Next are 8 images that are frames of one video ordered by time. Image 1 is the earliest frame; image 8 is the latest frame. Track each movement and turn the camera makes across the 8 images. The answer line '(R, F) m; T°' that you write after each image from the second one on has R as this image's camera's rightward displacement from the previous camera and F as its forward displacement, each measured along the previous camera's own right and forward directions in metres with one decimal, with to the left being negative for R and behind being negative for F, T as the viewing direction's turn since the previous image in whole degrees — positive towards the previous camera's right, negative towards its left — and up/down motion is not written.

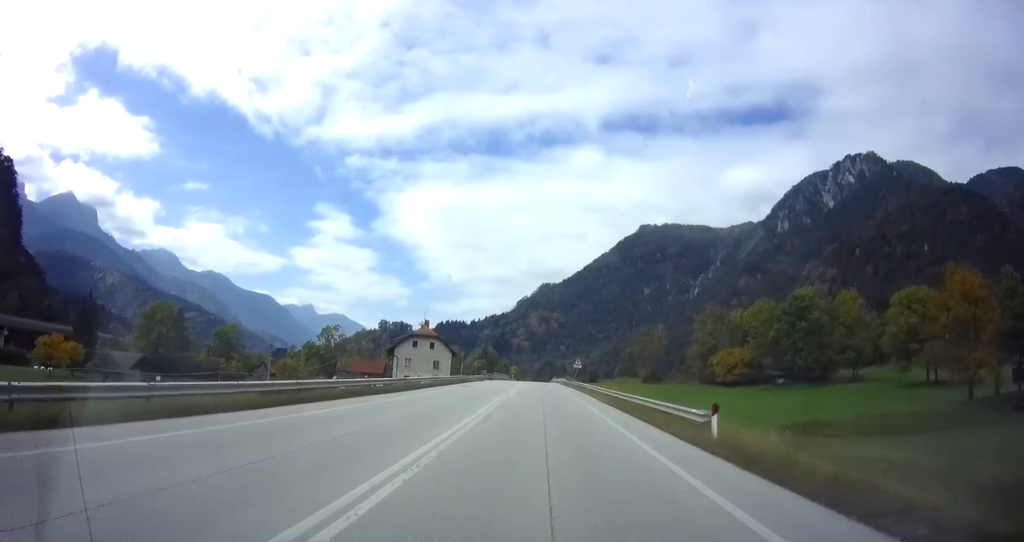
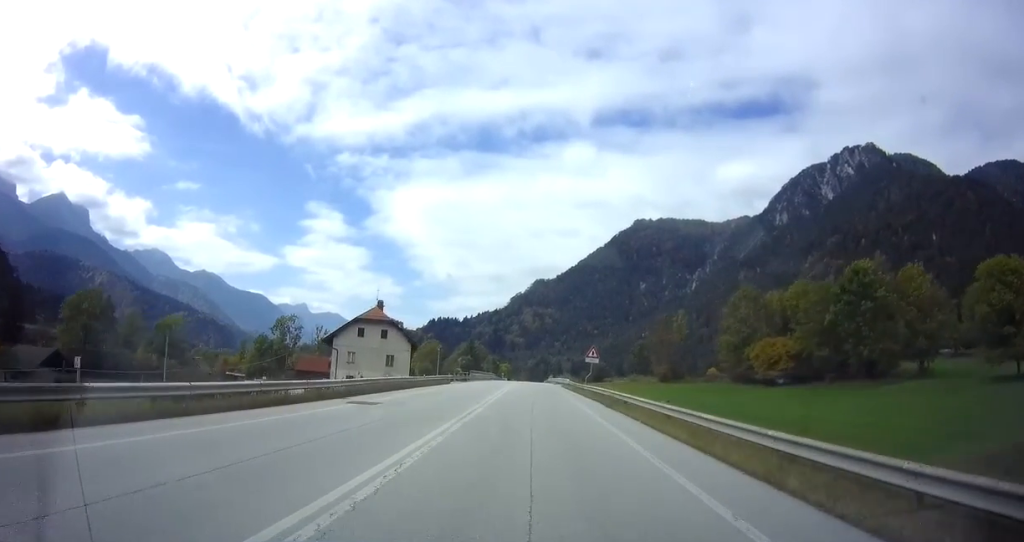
(0.0, +24.5) m; +1°
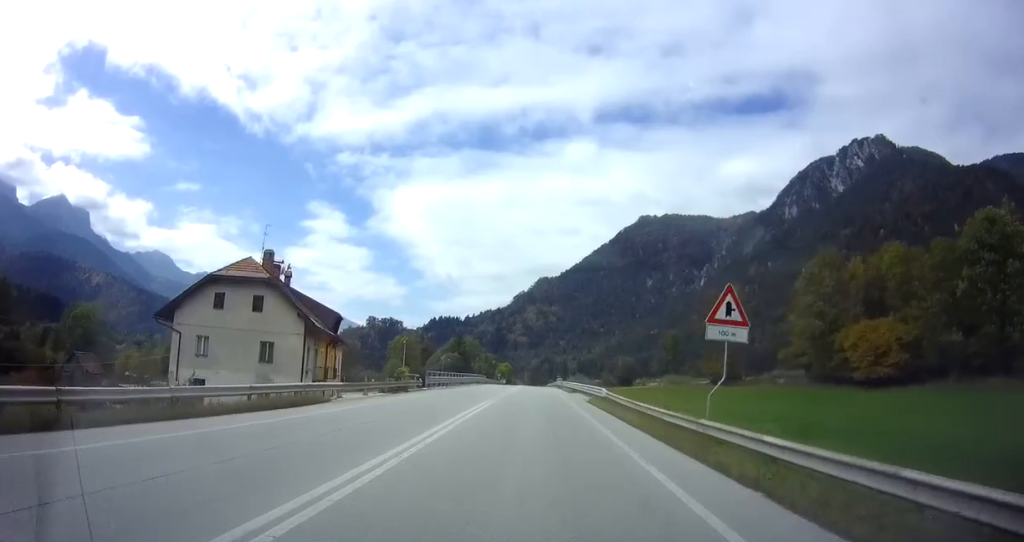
(+0.1, +30.6) m; 0°
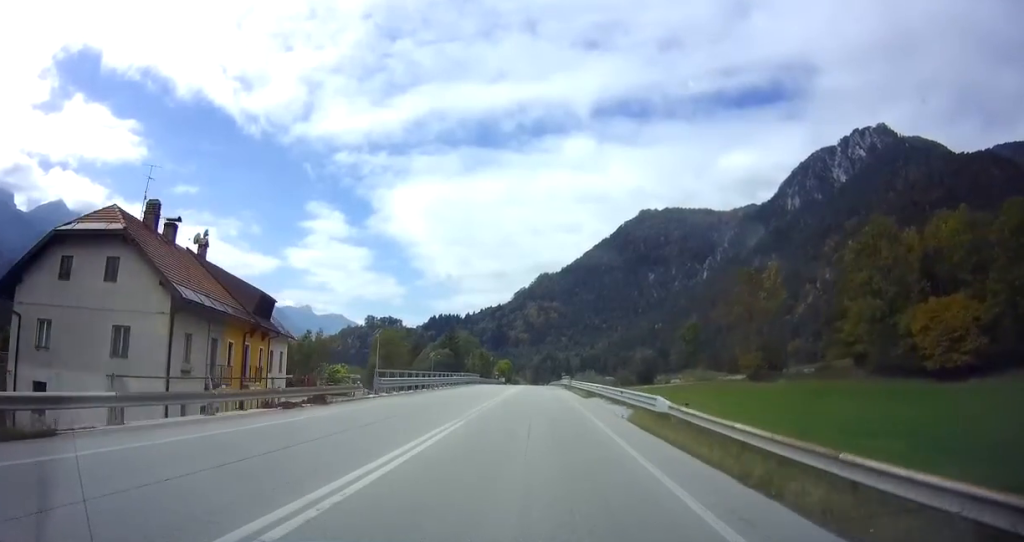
(+0.1, +14.4) m; 0°
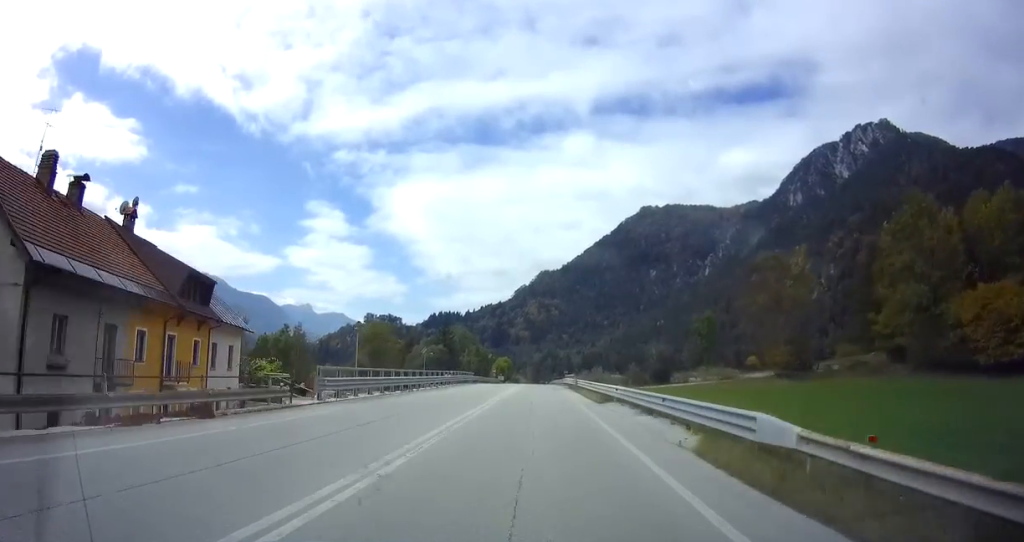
(+0.2, +7.9) m; 0°
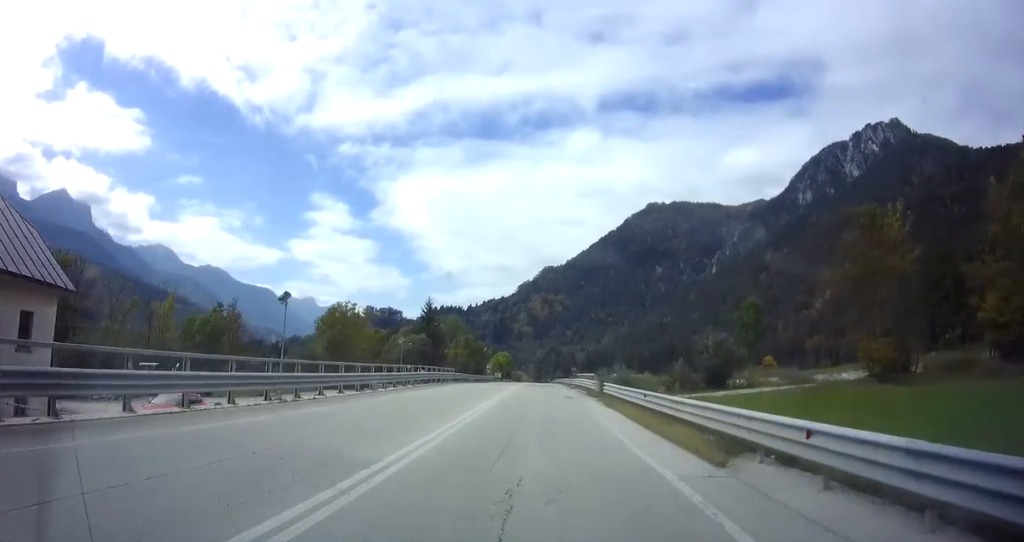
(-0.2, +17.8) m; -1°
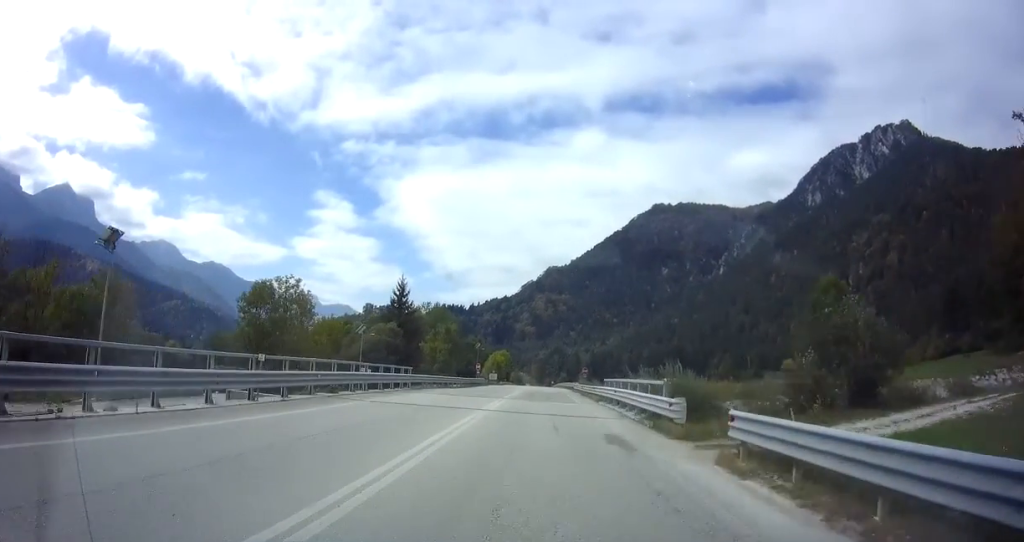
(-0.1, +19.2) m; 0°
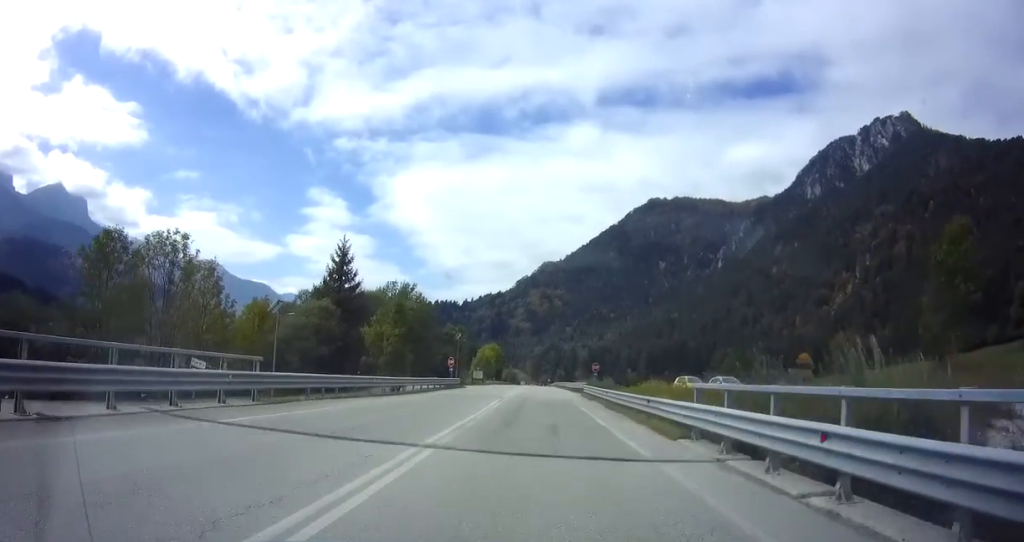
(+0.3, +19.8) m; 0°
